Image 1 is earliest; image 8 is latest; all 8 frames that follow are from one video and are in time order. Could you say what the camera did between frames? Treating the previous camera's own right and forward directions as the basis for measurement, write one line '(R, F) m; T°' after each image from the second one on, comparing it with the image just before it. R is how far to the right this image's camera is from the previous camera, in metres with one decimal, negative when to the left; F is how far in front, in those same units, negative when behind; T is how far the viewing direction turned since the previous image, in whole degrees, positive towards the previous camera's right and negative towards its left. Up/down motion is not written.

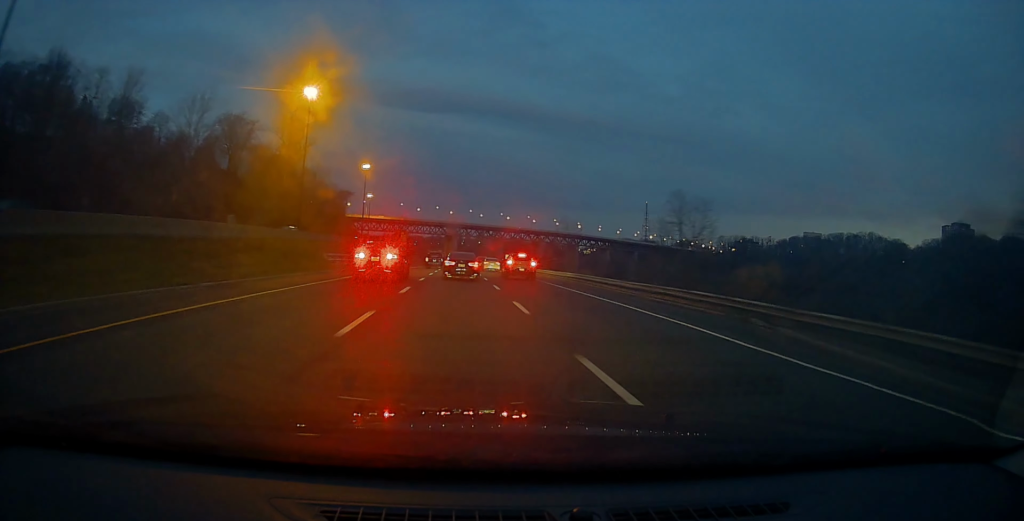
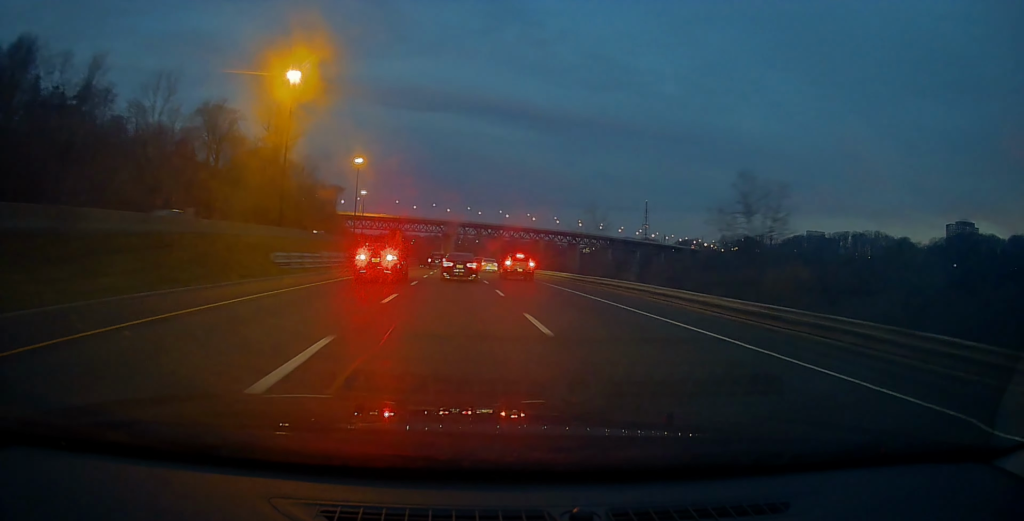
(-0.2, +12.4) m; -1°
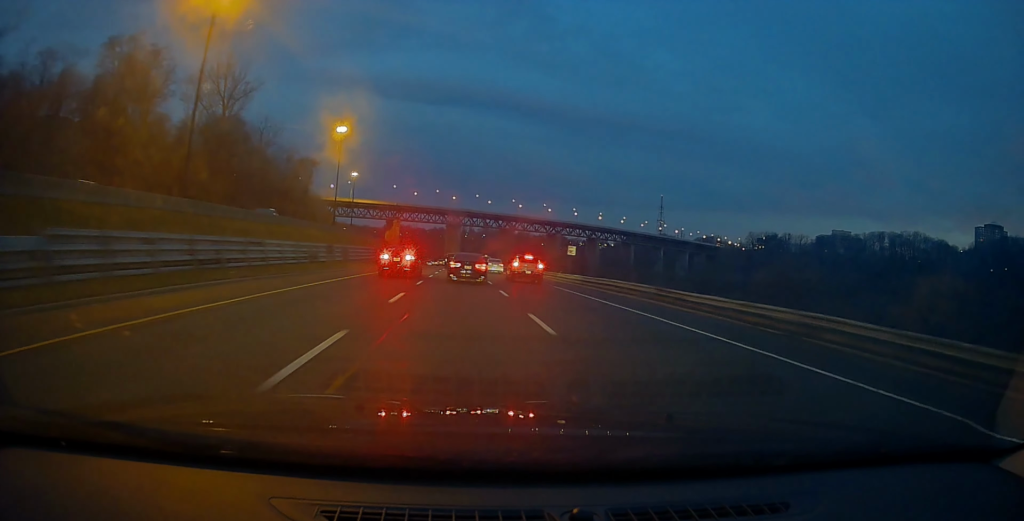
(+0.4, +44.7) m; +2°
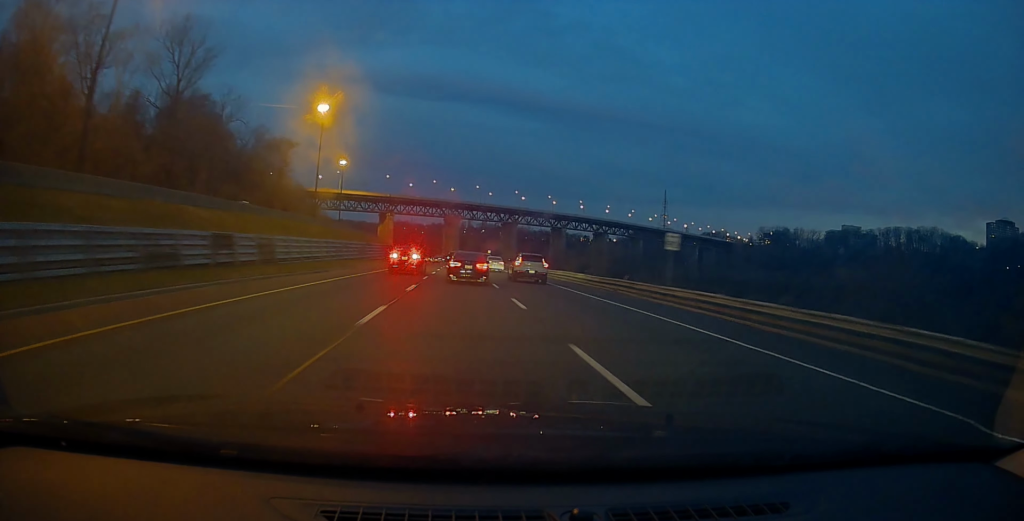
(+0.2, +22.6) m; 0°
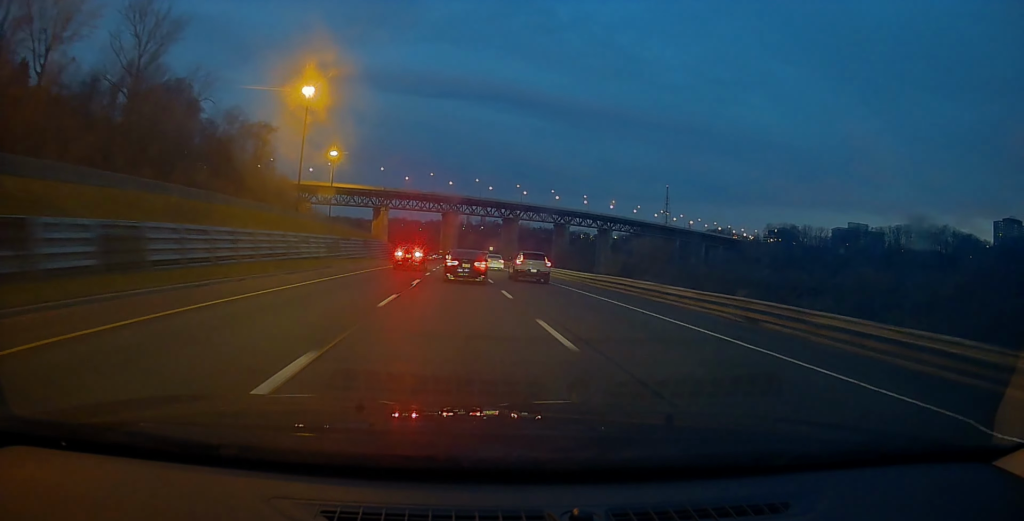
(-0.1, +15.2) m; 0°
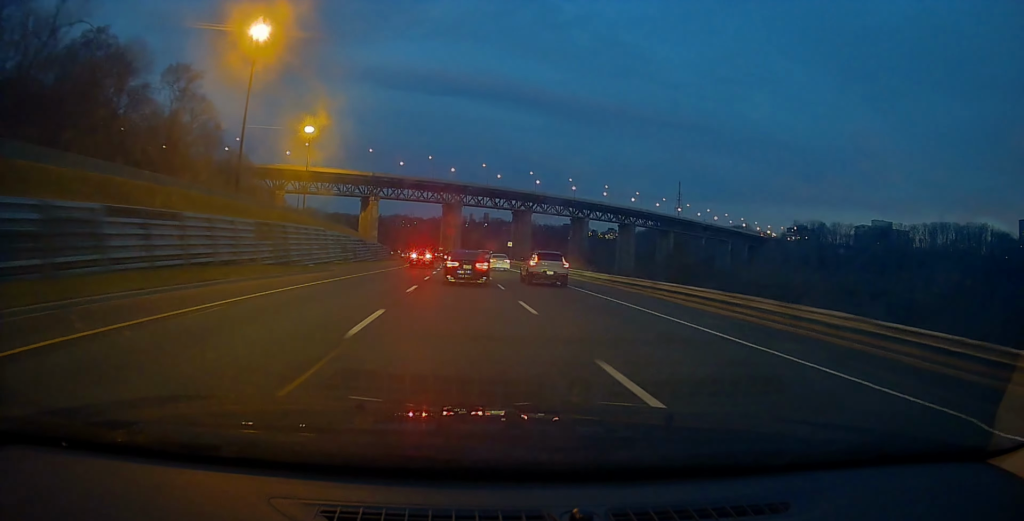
(-1.2, +40.8) m; -2°
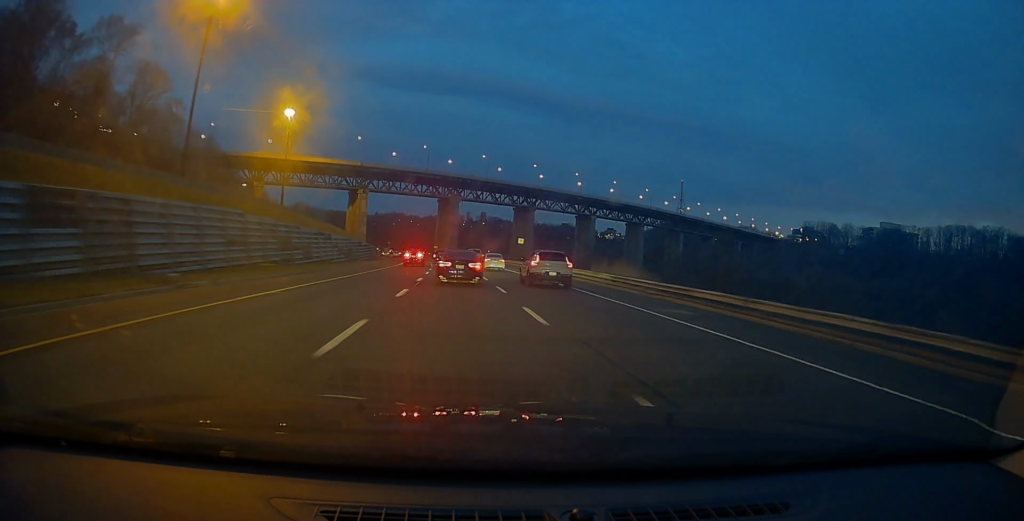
(+0.1, +19.7) m; +1°
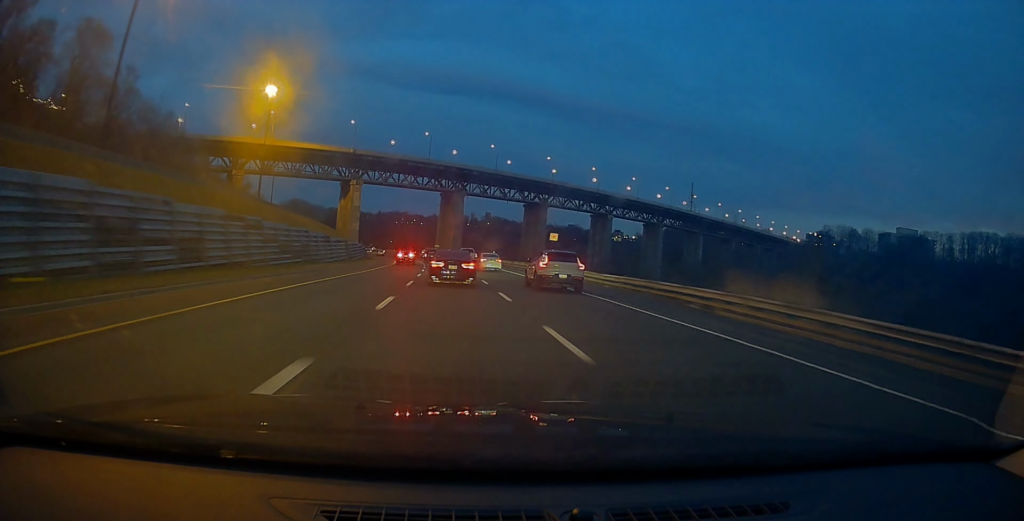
(+0.6, +21.4) m; +1°
